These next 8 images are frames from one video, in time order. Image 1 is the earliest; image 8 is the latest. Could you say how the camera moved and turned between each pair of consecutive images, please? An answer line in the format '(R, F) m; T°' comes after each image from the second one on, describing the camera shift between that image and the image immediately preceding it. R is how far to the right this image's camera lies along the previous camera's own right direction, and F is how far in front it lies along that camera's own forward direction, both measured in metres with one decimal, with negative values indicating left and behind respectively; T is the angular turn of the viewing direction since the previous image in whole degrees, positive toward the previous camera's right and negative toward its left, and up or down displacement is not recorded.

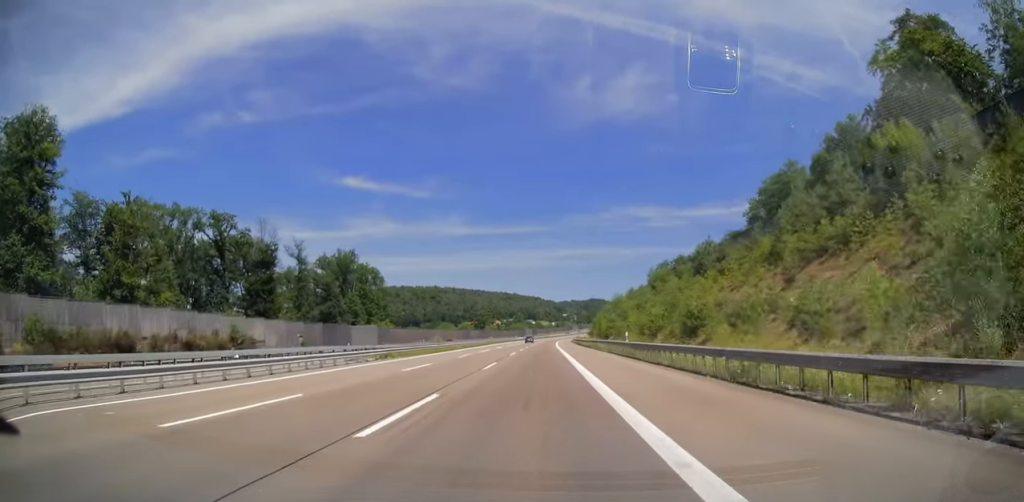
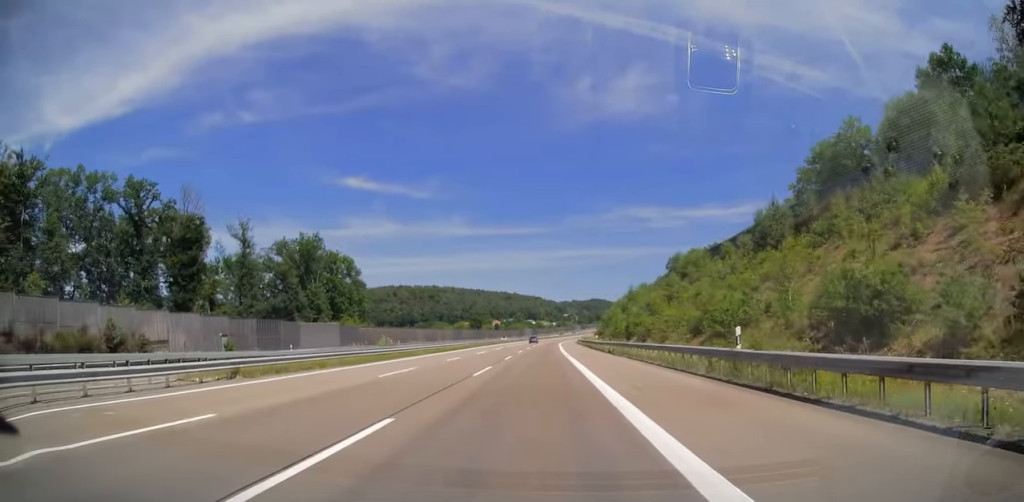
(-0.1, +22.0) m; 0°
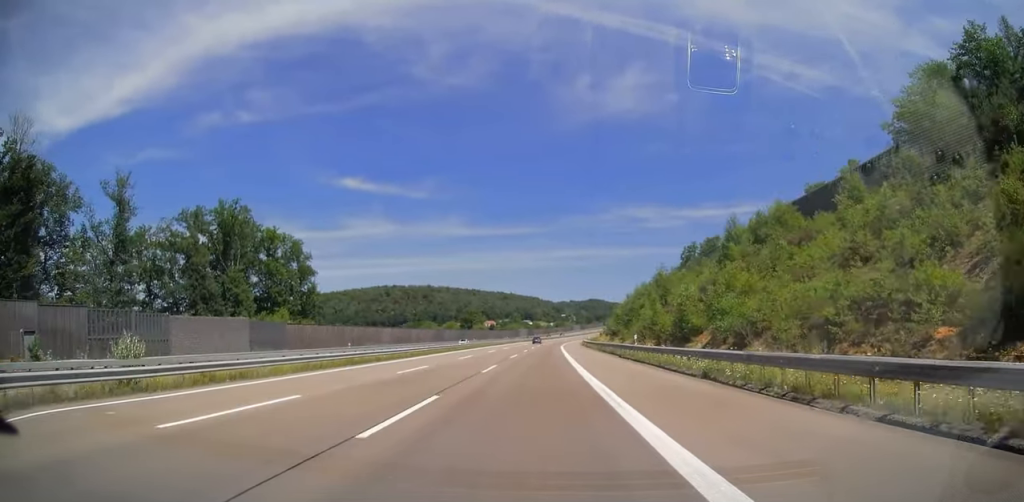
(0.0, +29.1) m; 0°
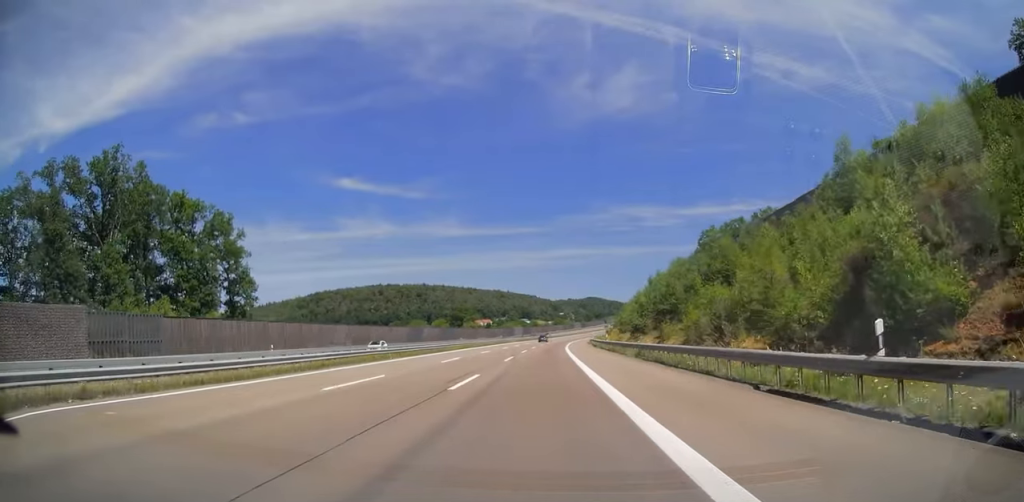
(+0.2, +26.0) m; 0°
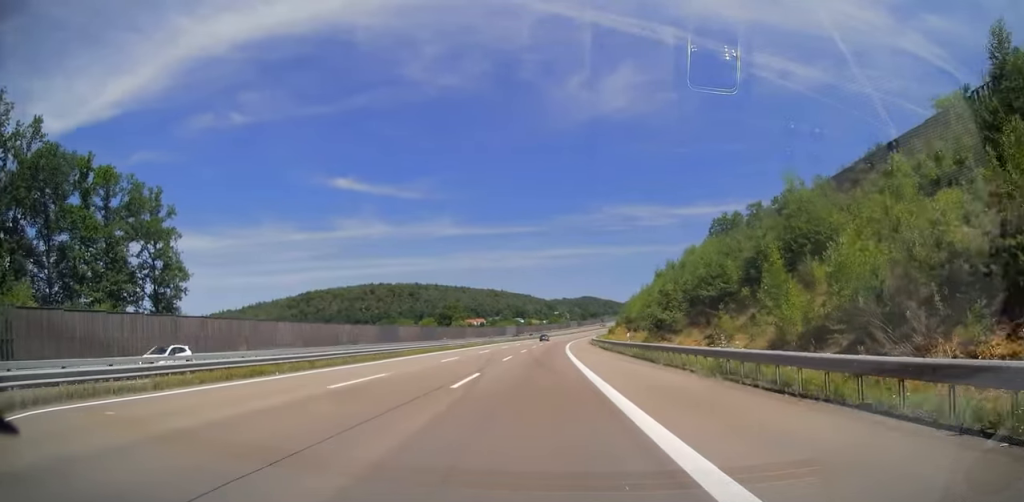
(+0.1, +17.4) m; 0°
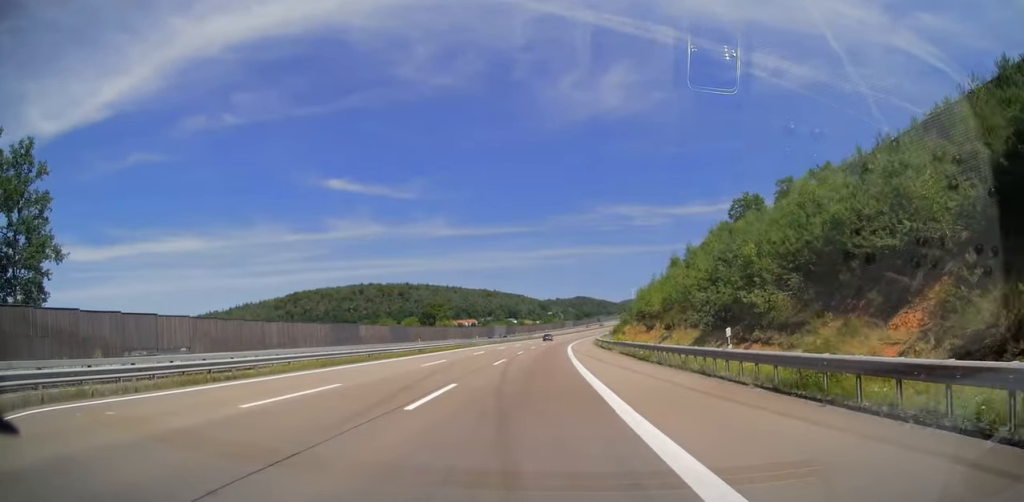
(-0.2, +22.7) m; 0°
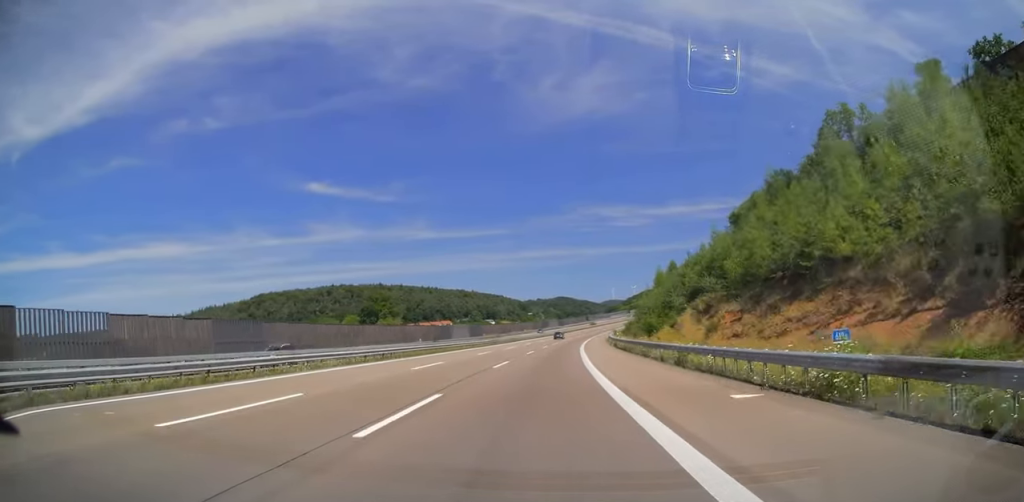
(+0.9, +56.2) m; +1°
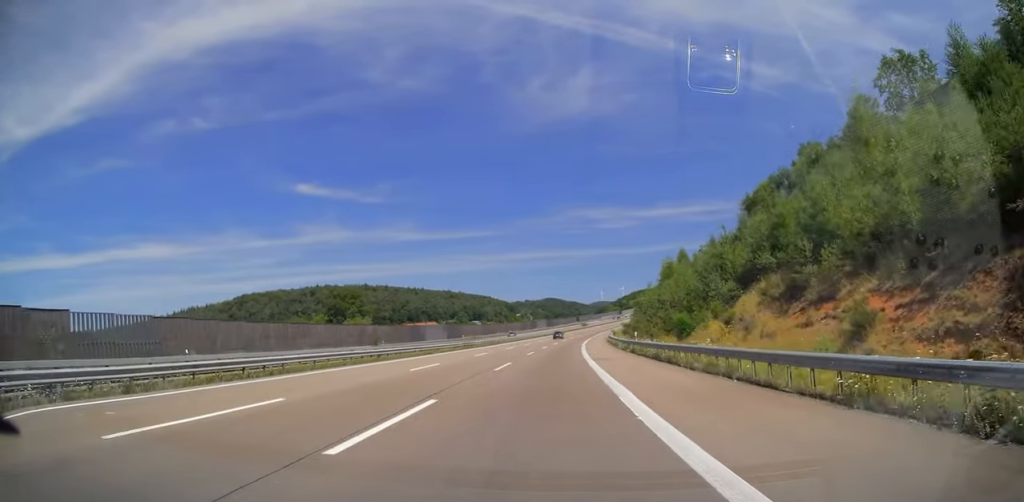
(0.0, +18.9) m; +1°
